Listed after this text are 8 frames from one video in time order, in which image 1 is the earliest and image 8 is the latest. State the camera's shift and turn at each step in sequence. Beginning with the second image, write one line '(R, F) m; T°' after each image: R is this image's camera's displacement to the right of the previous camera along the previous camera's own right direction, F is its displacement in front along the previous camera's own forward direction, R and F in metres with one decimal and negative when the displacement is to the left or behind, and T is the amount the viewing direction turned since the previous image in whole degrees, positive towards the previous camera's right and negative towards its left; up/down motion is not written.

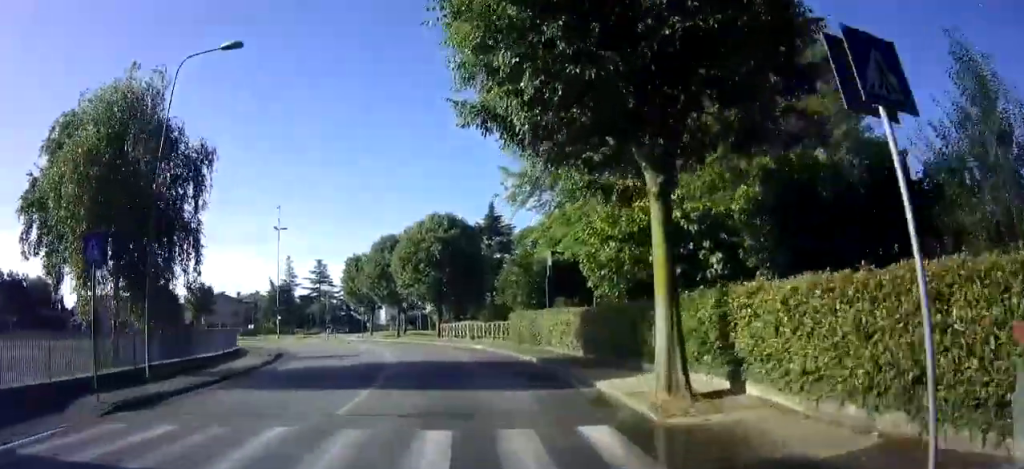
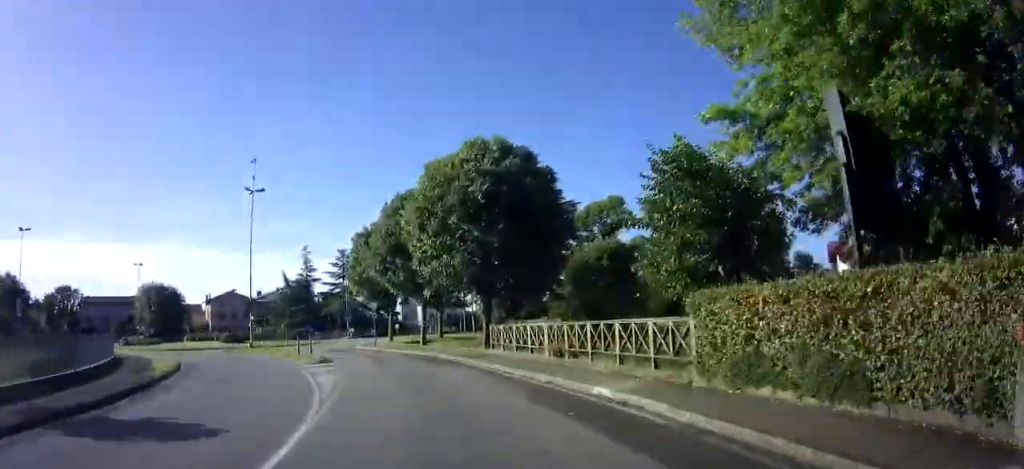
(-0.6, +18.1) m; -3°
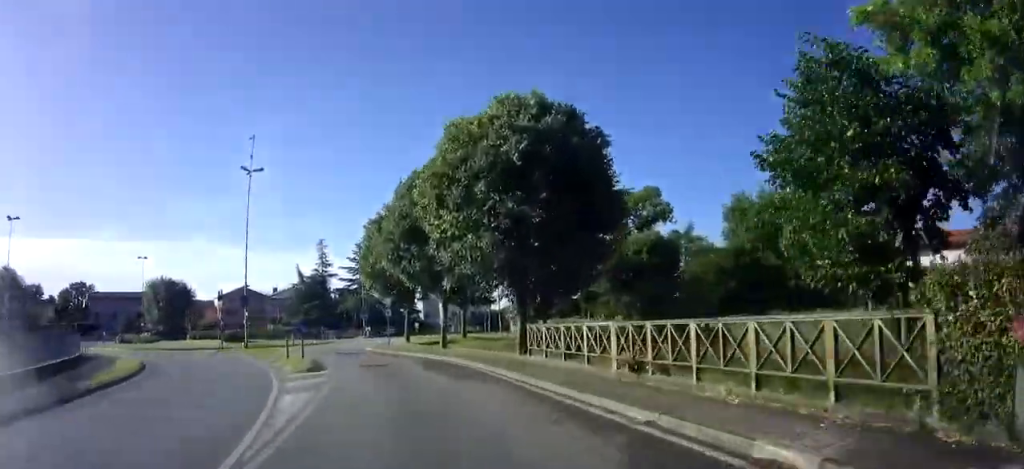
(-0.1, +5.1) m; -2°
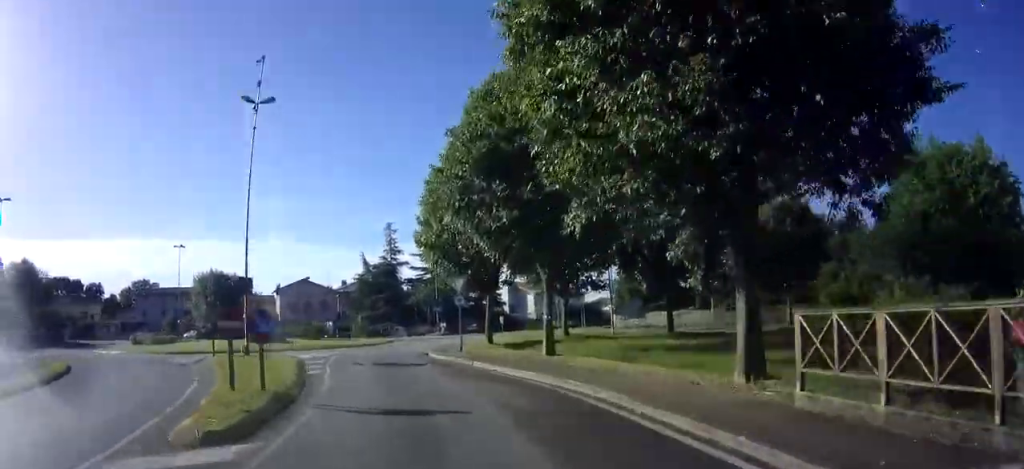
(-0.3, +11.4) m; -9°
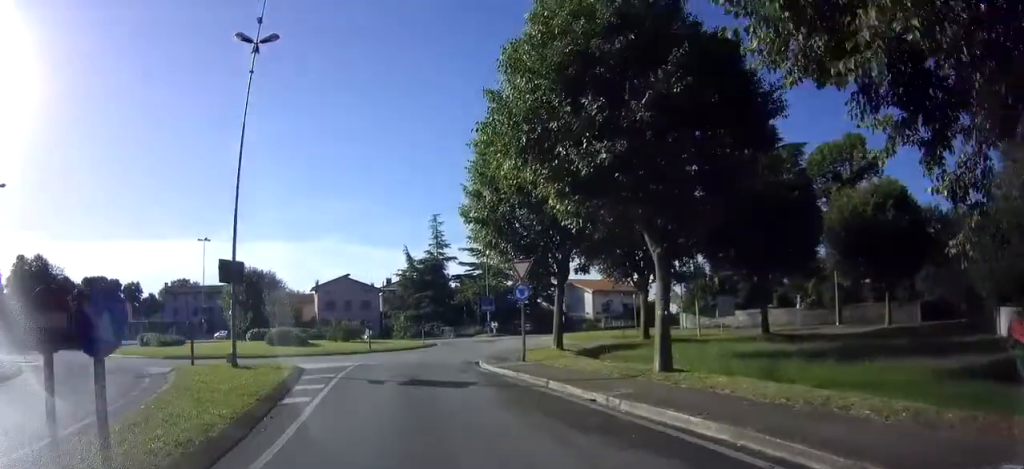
(-0.6, +6.1) m; -7°
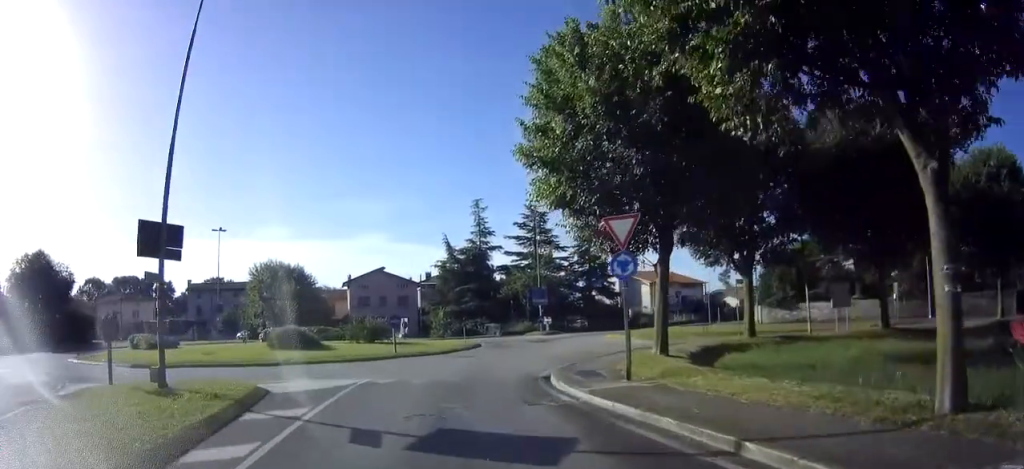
(-0.4, +7.0) m; -3°
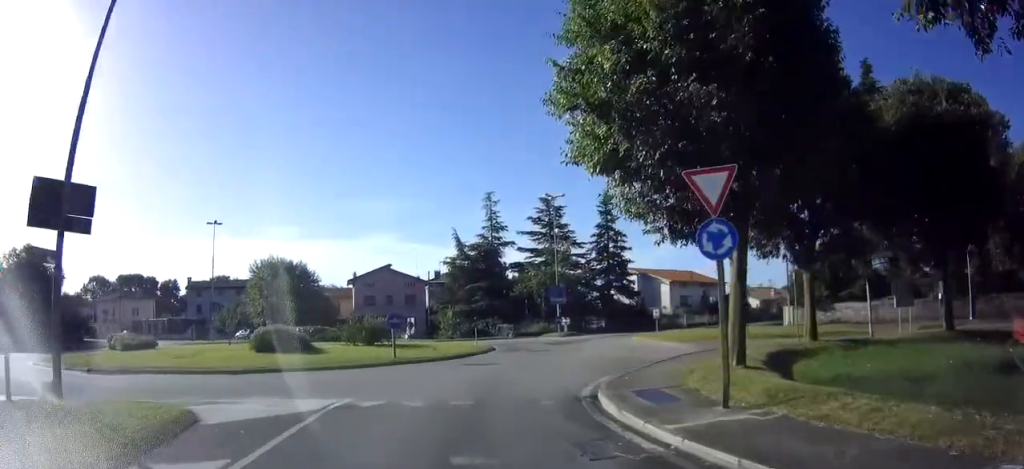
(-0.1, +3.8) m; 0°
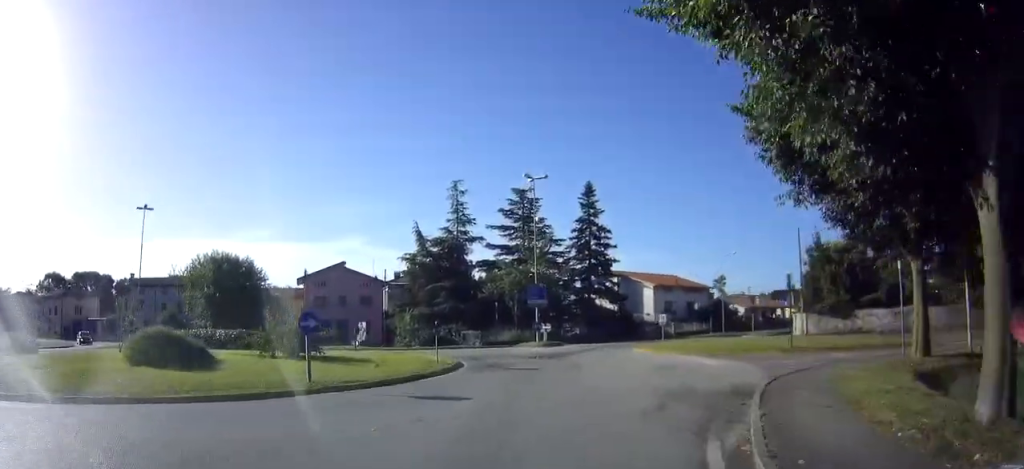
(+0.2, +7.1) m; +6°
